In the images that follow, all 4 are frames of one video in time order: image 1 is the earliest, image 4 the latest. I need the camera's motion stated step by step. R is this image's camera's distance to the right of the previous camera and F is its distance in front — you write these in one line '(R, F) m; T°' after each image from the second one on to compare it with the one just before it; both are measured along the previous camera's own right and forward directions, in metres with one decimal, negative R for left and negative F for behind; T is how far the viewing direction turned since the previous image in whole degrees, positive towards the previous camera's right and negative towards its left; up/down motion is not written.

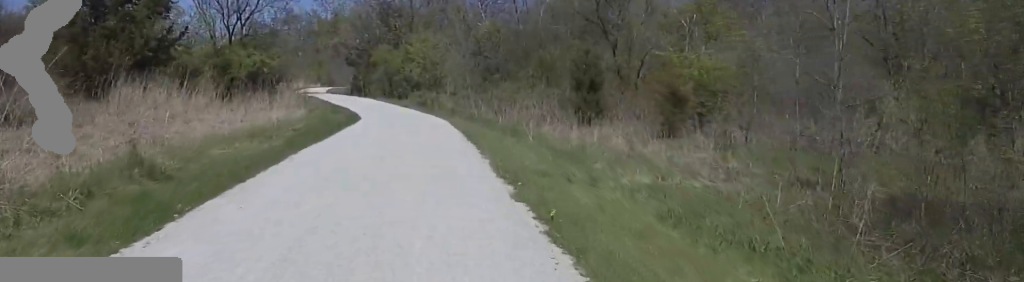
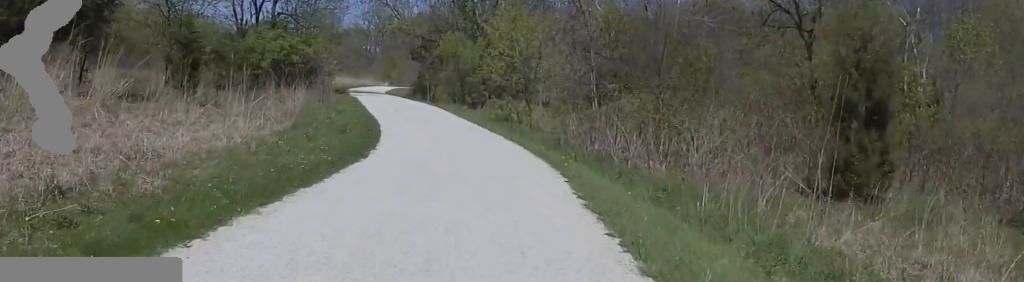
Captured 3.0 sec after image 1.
(-2.0, +15.5) m; 0°
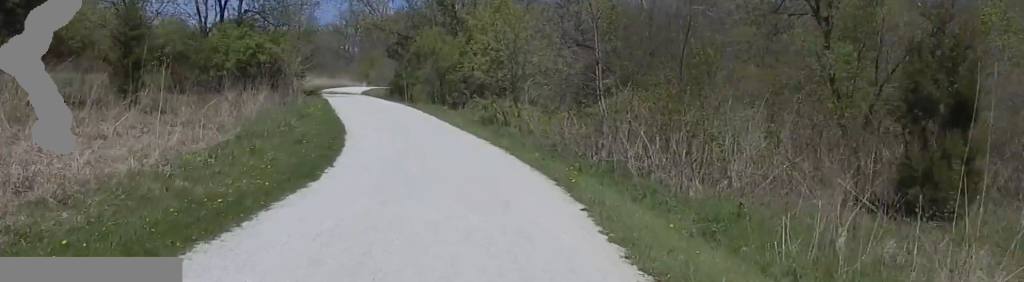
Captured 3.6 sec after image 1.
(+0.4, +2.9) m; +1°
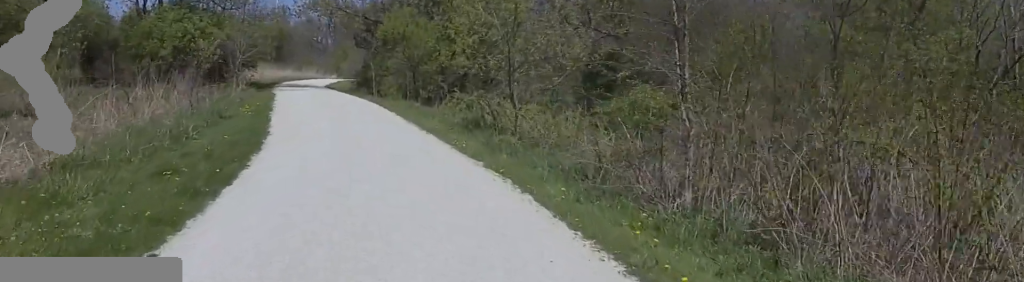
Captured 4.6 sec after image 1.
(-0.3, +5.7) m; -6°
